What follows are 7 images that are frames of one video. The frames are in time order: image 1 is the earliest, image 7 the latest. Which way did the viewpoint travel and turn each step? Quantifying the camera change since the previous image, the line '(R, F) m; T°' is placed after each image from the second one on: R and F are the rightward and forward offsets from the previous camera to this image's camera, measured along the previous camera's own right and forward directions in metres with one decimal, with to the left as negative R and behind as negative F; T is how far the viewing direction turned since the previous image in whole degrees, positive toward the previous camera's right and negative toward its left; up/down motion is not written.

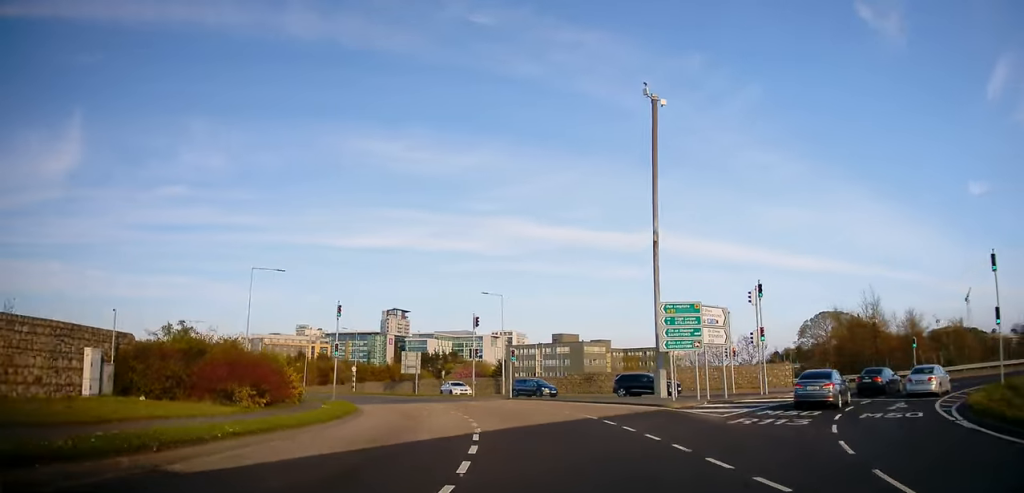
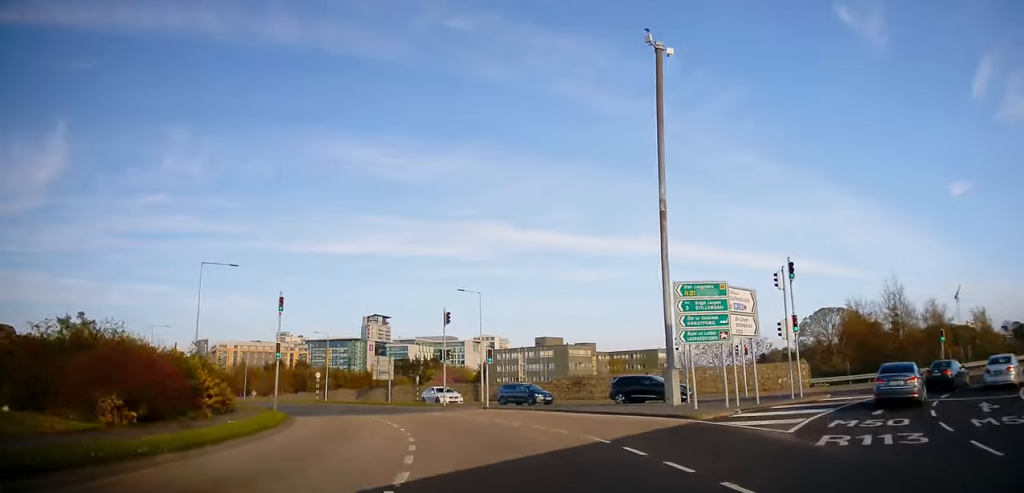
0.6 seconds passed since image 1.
(+0.1, +6.2) m; 0°
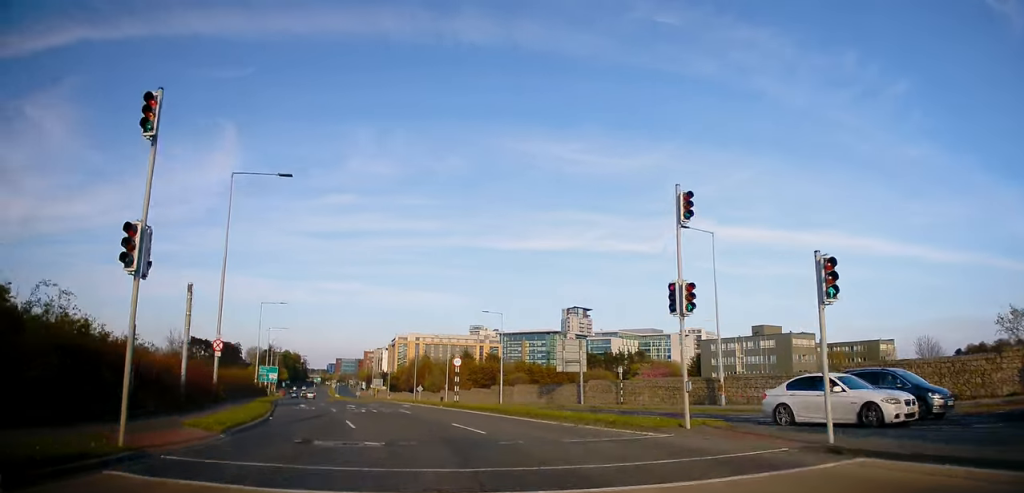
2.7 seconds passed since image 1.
(-2.0, +23.6) m; -12°
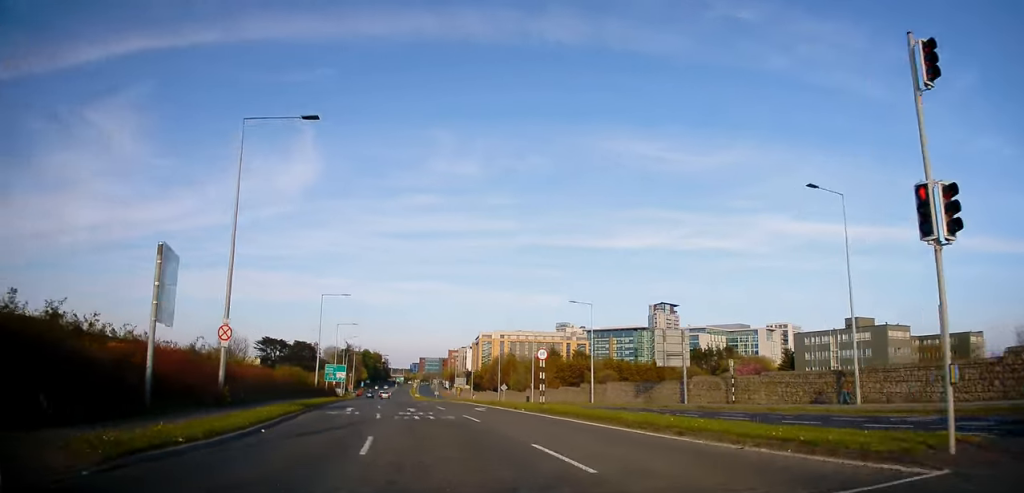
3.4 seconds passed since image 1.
(0.0, +7.9) m; -5°
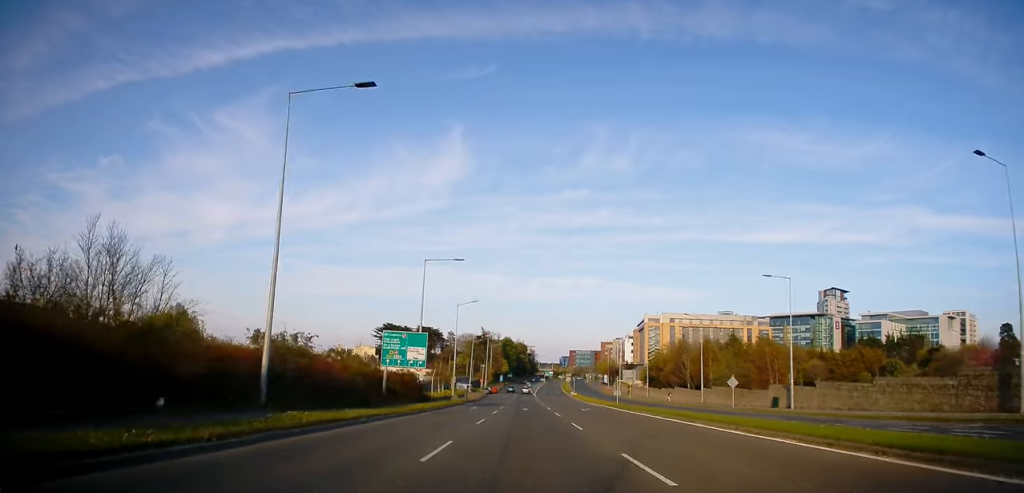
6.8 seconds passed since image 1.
(-9.6, +47.6) m; -14°
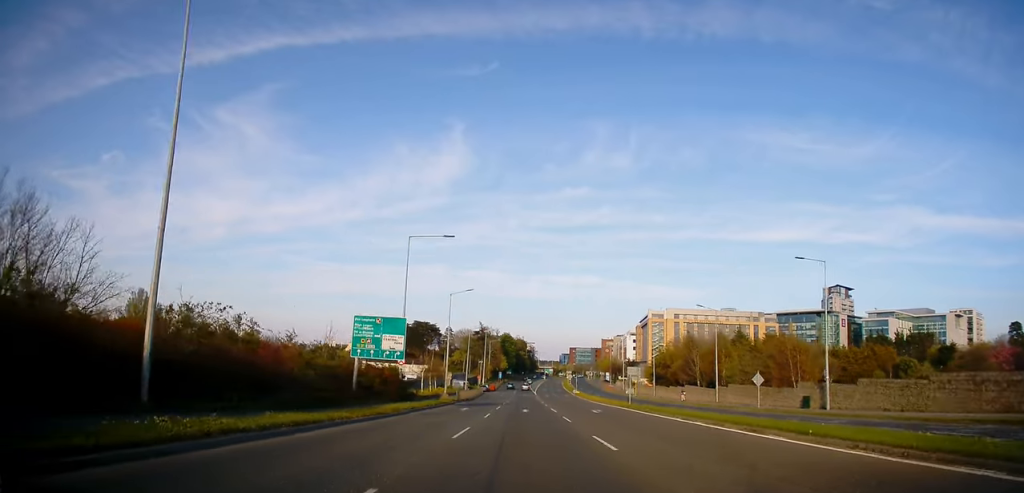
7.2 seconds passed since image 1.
(-0.2, +7.1) m; 0°
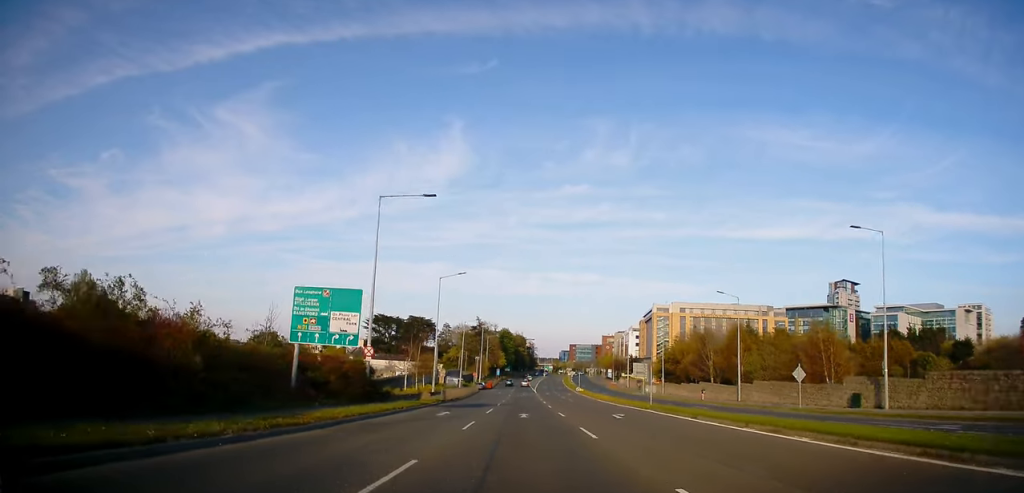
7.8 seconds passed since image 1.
(+0.1, +8.7) m; +1°
